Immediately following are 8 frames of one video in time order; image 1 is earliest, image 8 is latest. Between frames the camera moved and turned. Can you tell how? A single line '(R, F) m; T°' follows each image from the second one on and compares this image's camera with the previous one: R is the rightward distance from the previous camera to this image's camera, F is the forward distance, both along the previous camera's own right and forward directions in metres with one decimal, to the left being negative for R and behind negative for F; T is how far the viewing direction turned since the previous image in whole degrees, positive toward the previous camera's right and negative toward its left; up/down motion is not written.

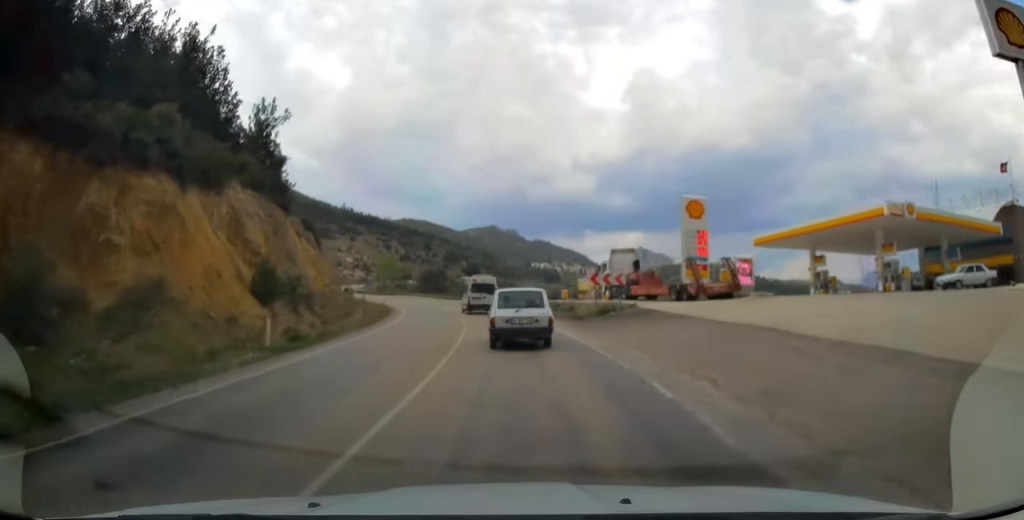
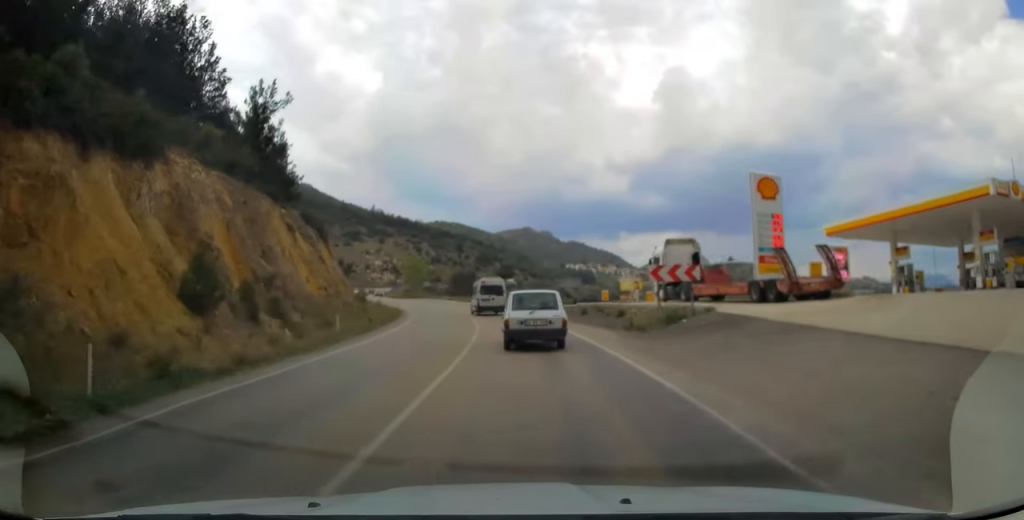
(-0.1, +8.6) m; -3°
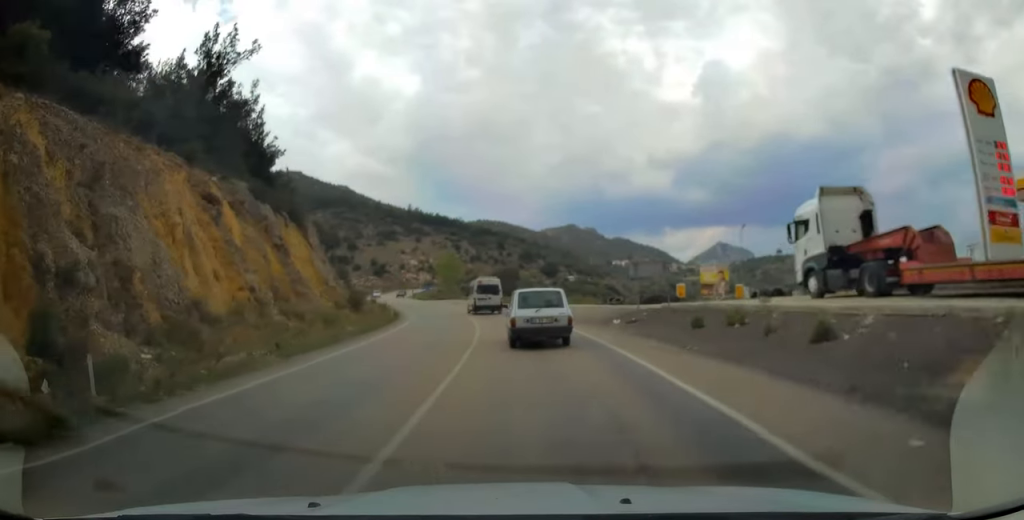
(-1.0, +16.9) m; -5°
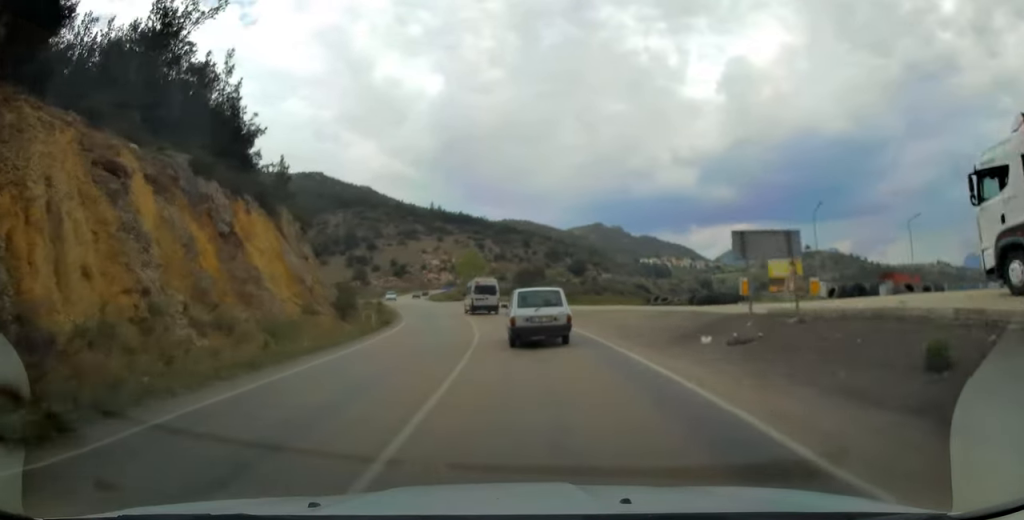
(-0.2, +9.8) m; -3°
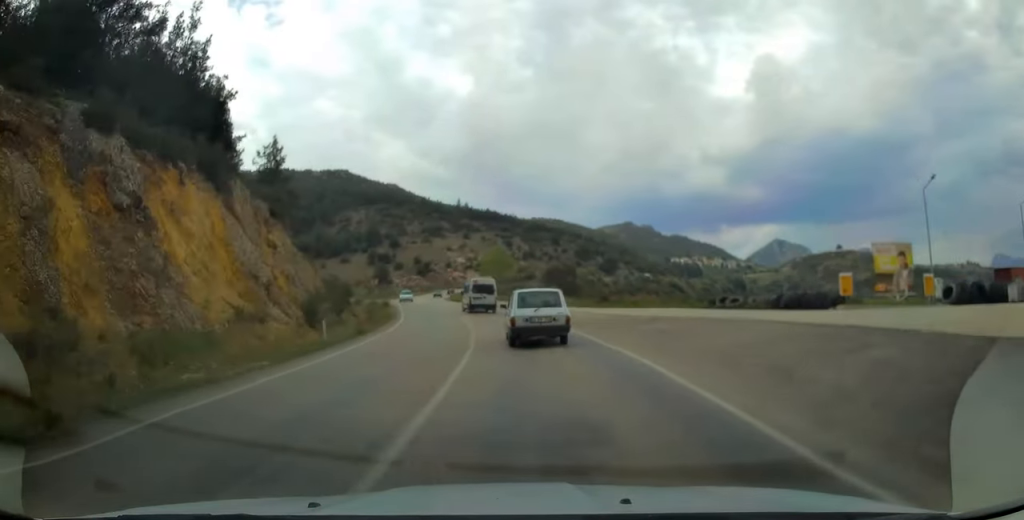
(-0.3, +10.2) m; -3°
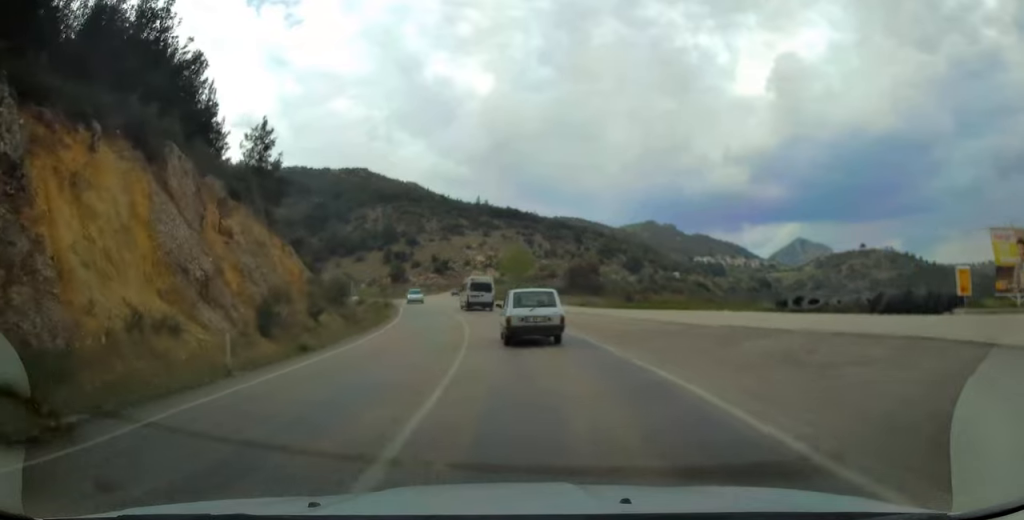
(-0.1, +7.8) m; -2°
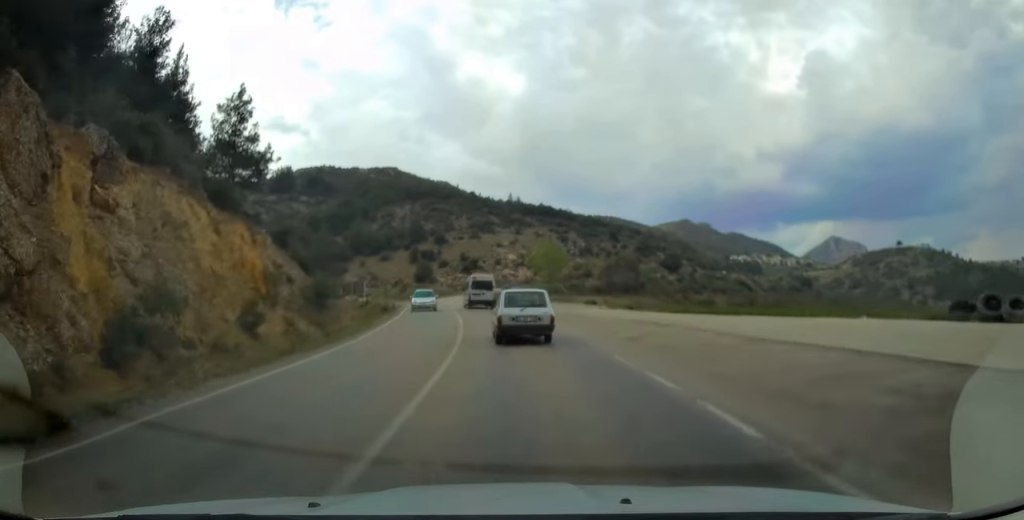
(-0.2, +11.2) m; -4°
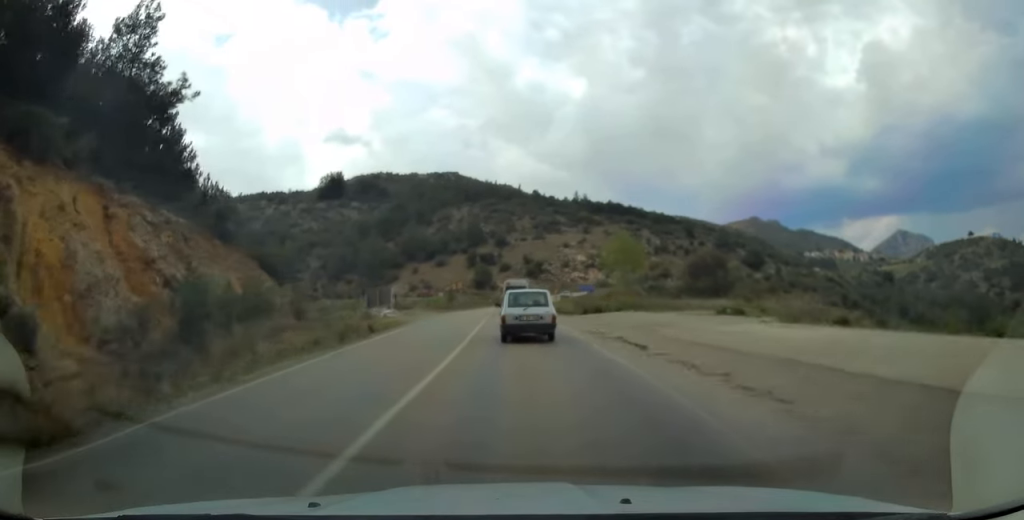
(-1.6, +20.8) m; -7°
